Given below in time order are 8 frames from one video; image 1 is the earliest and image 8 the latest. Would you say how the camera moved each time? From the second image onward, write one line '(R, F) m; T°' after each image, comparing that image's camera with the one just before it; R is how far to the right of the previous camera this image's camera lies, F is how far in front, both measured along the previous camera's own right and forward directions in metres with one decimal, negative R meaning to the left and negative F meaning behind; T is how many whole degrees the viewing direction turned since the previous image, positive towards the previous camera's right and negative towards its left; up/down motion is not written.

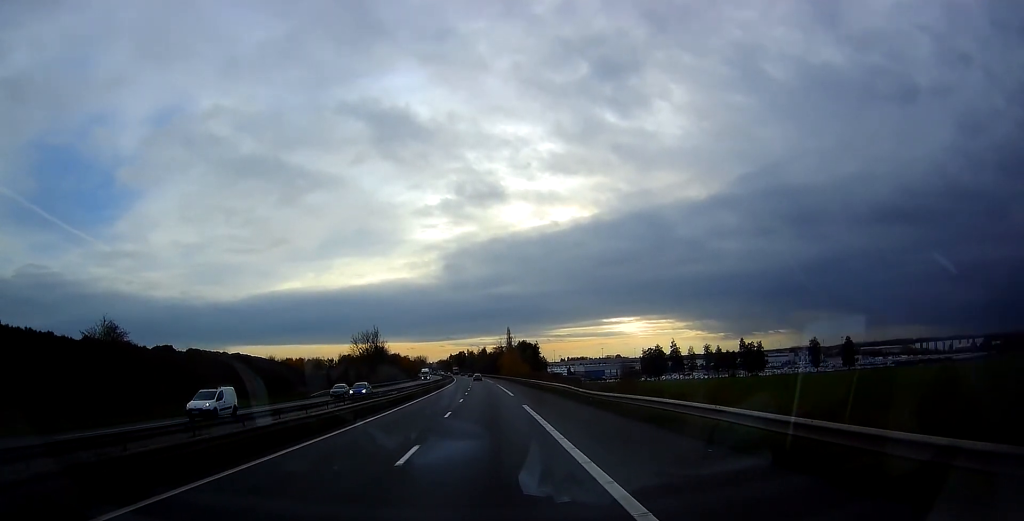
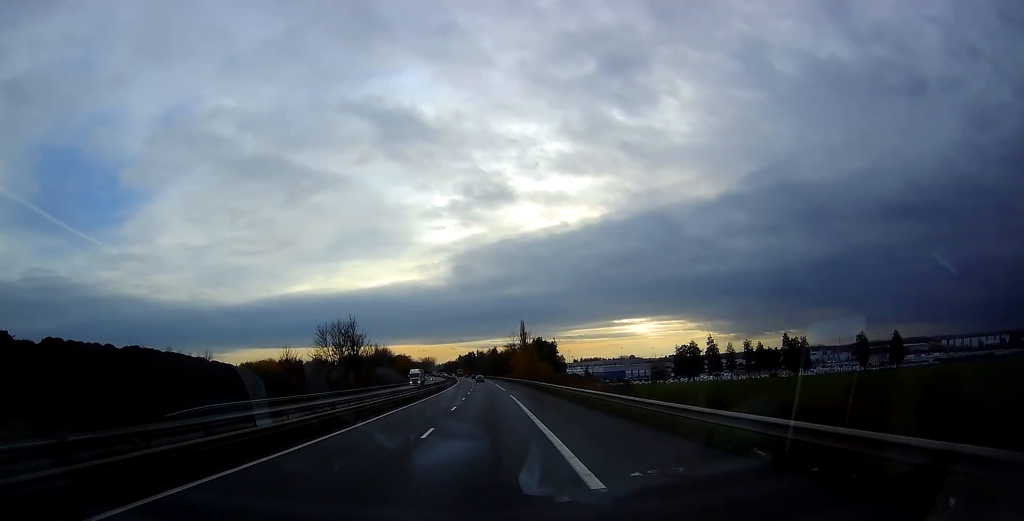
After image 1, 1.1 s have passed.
(-0.4, +34.8) m; -1°
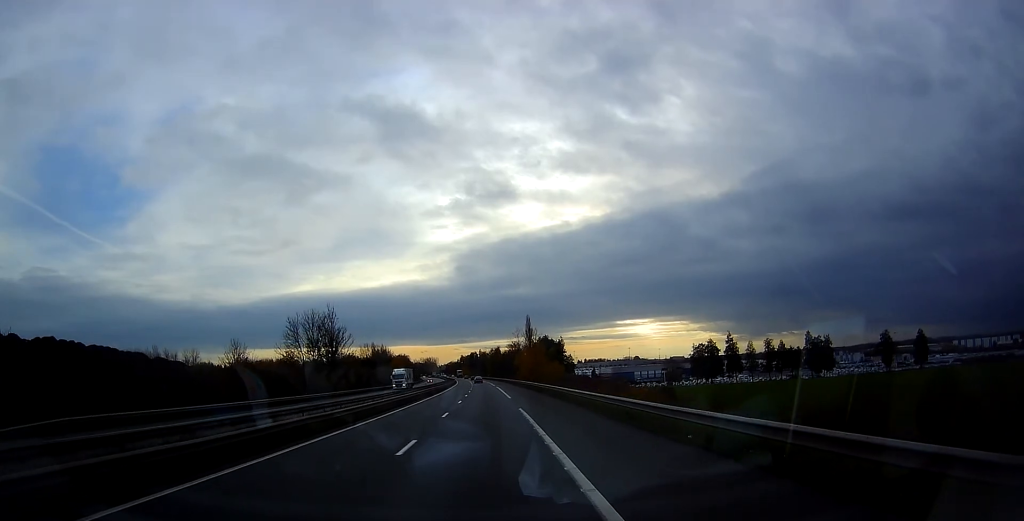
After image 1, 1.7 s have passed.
(-0.1, +17.4) m; 0°
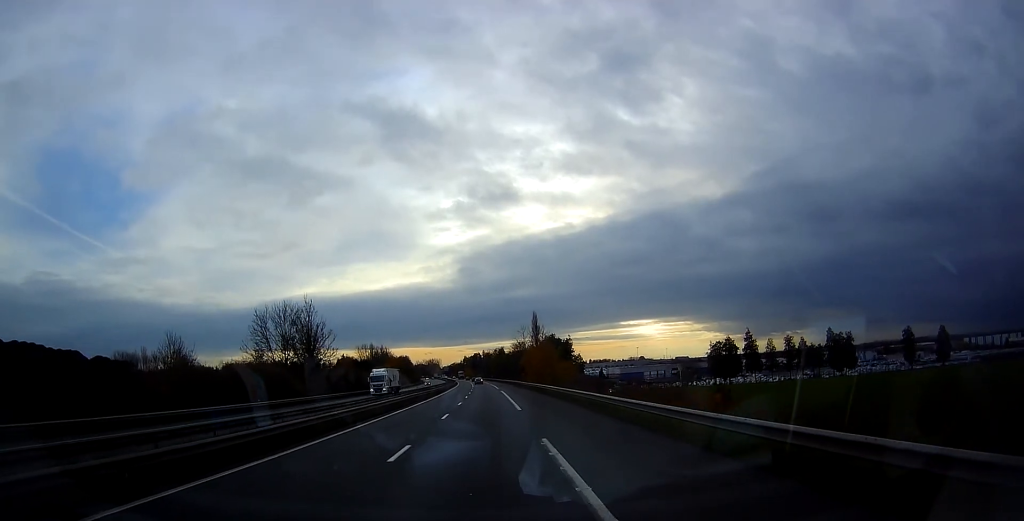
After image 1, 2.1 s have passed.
(0.0, +14.1) m; 0°
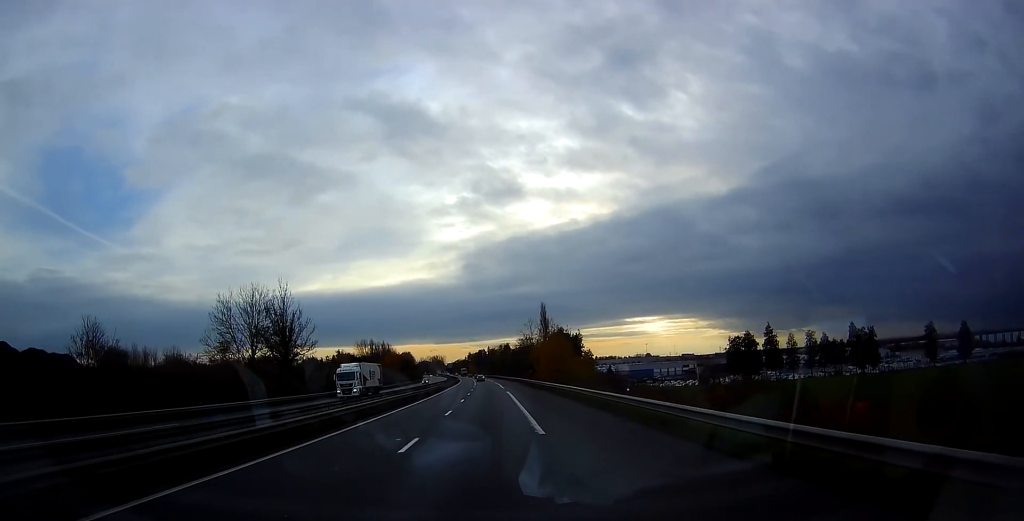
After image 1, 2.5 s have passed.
(0.0, +12.5) m; 0°
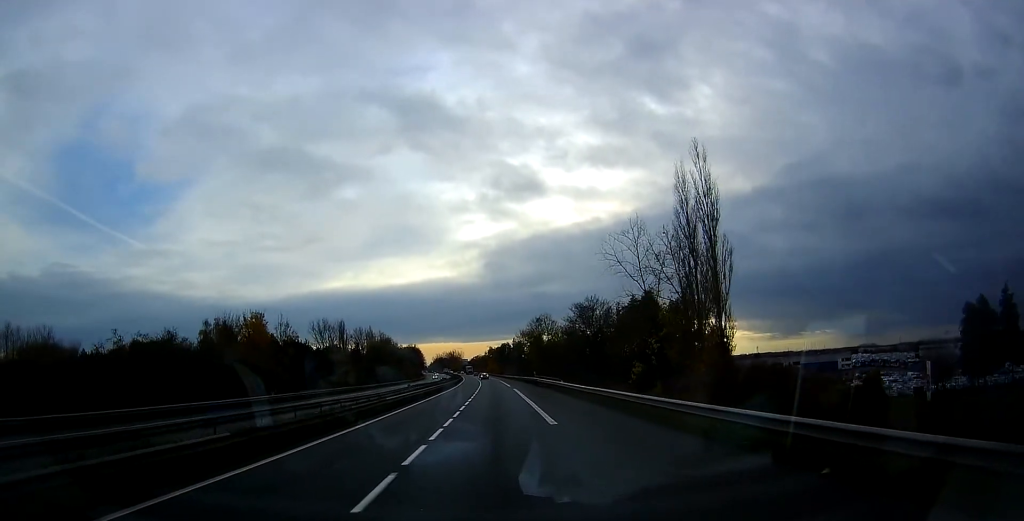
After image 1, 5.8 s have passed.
(-2.8, +101.4) m; -3°
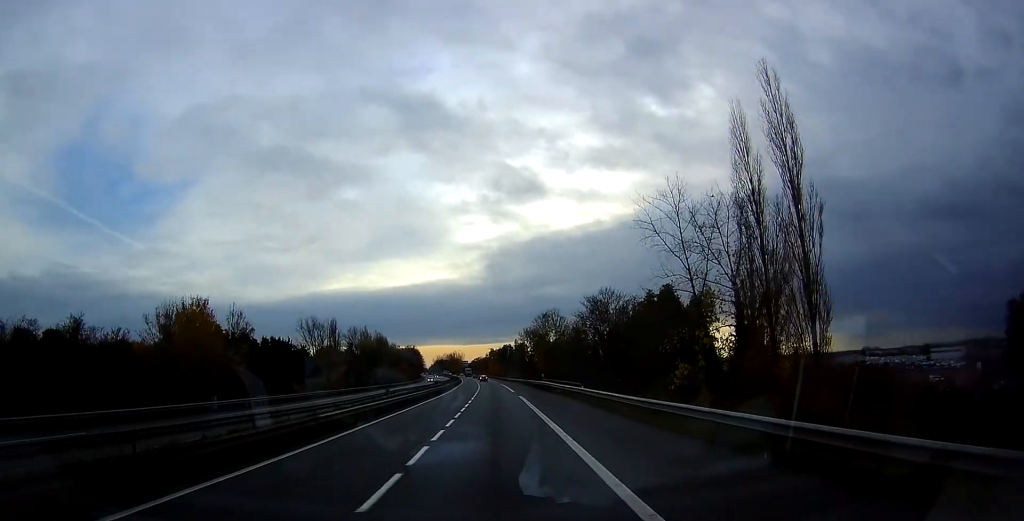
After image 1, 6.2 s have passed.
(0.0, +12.9) m; 0°
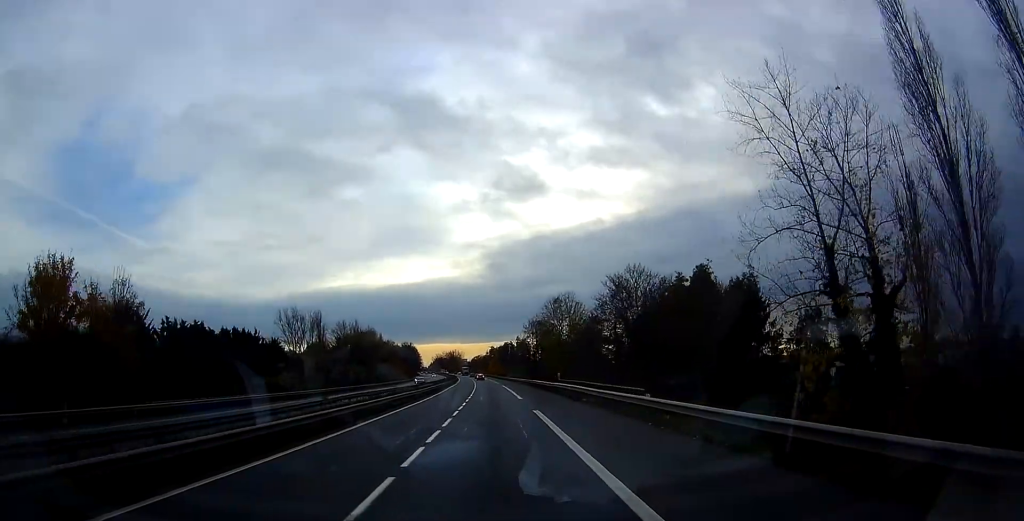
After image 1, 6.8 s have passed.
(0.0, +18.5) m; 0°
